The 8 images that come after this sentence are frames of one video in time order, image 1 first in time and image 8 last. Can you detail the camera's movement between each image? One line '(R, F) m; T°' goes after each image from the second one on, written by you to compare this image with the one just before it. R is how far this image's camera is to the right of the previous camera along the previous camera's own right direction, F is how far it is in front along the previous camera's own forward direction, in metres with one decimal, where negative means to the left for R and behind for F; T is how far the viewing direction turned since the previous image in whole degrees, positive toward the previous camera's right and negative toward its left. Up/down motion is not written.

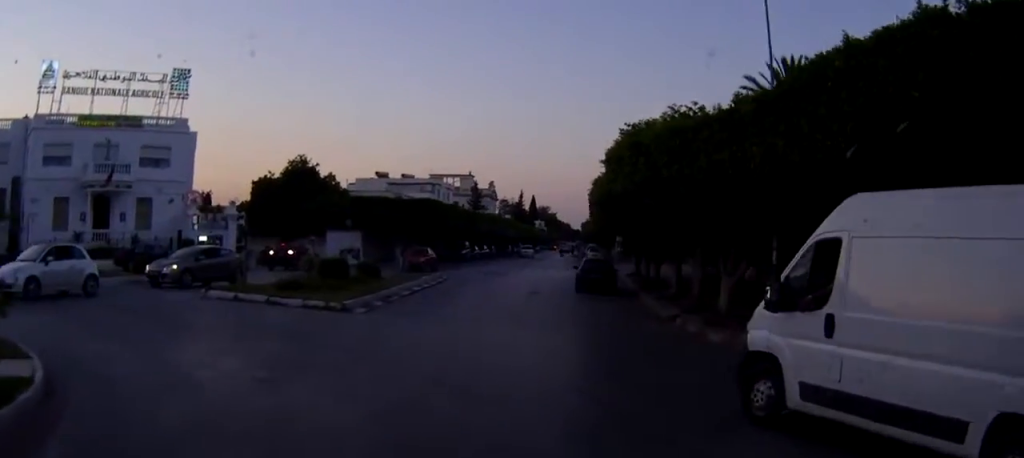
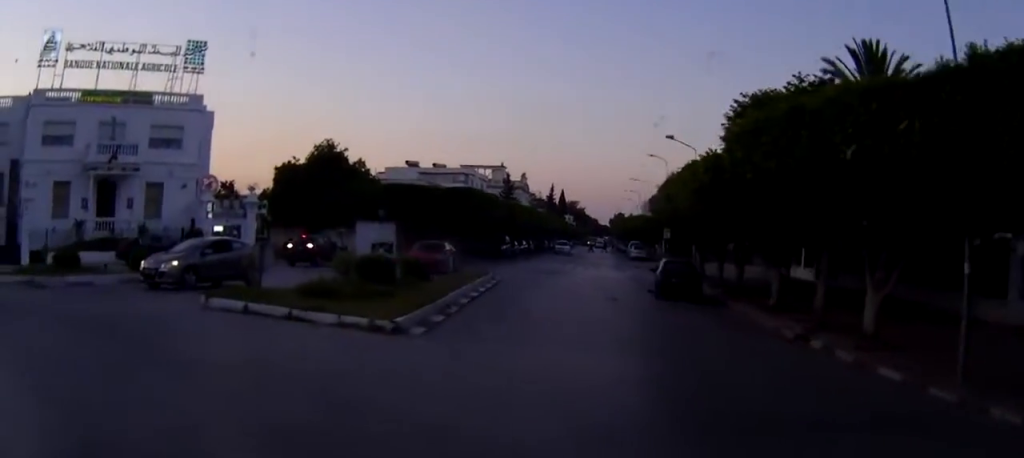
(0.0, +4.4) m; -4°
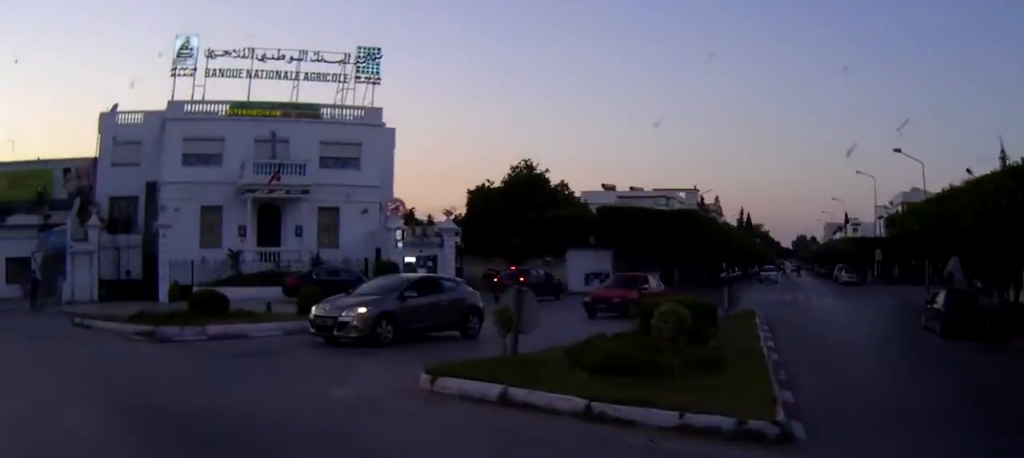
(-0.4, +5.4) m; -11°
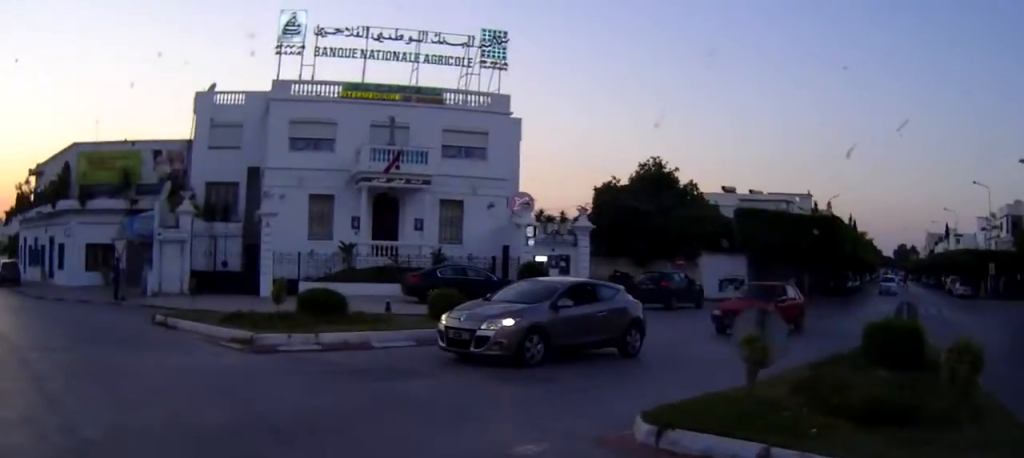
(-0.3, +2.8) m; -10°
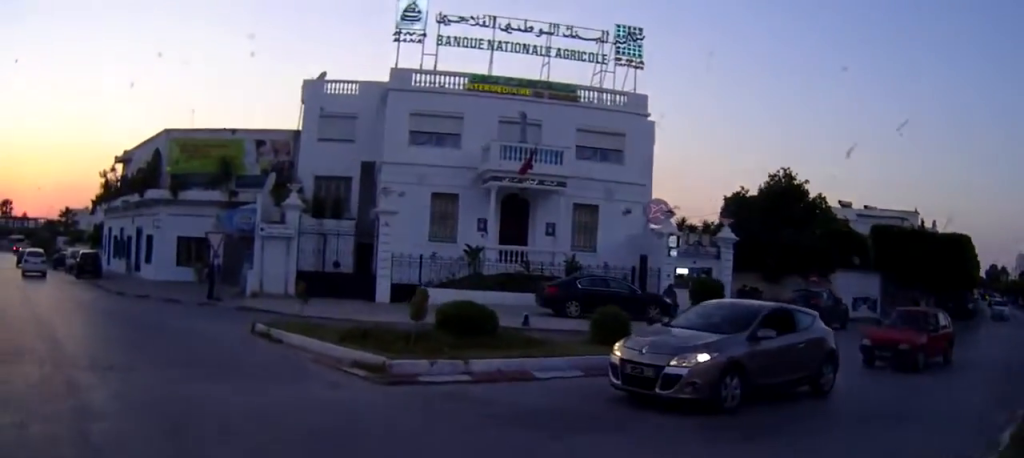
(-0.3, +2.9) m; -9°
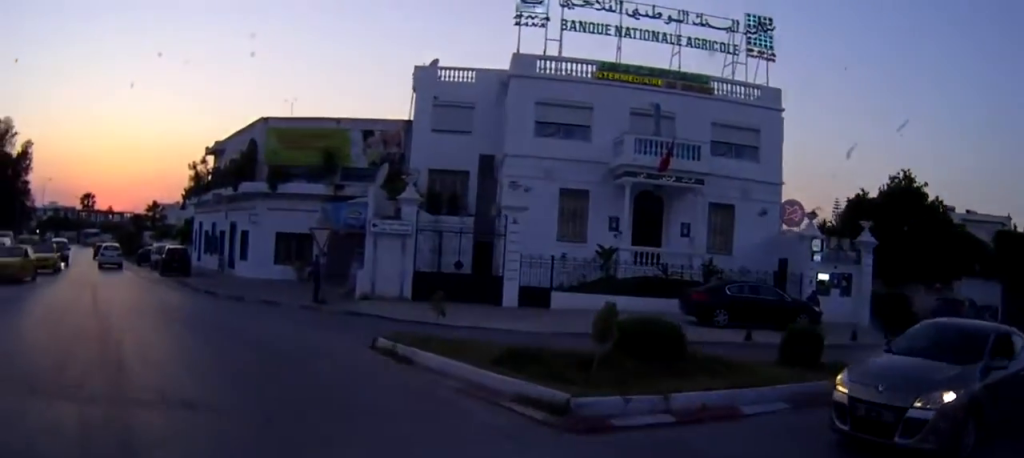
(-0.3, +2.7) m; -6°
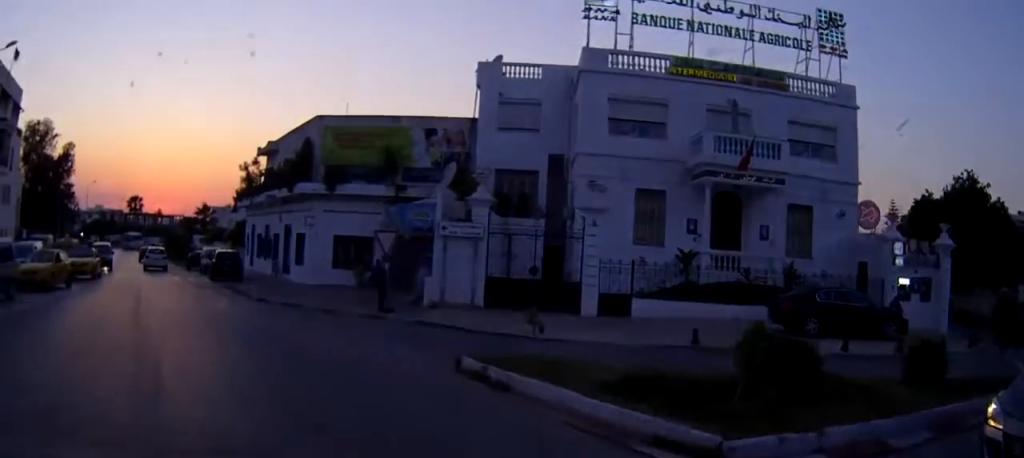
(0.0, +1.7) m; -1°
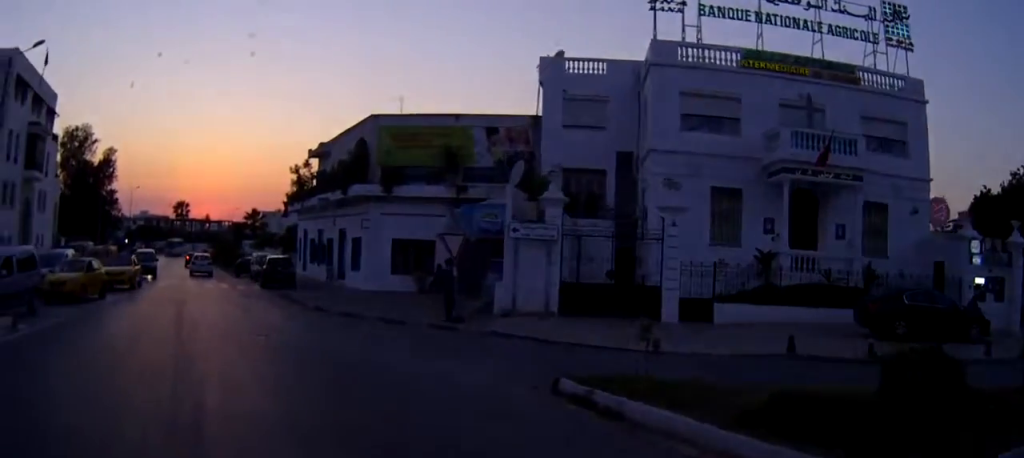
(0.0, +1.5) m; -1°
